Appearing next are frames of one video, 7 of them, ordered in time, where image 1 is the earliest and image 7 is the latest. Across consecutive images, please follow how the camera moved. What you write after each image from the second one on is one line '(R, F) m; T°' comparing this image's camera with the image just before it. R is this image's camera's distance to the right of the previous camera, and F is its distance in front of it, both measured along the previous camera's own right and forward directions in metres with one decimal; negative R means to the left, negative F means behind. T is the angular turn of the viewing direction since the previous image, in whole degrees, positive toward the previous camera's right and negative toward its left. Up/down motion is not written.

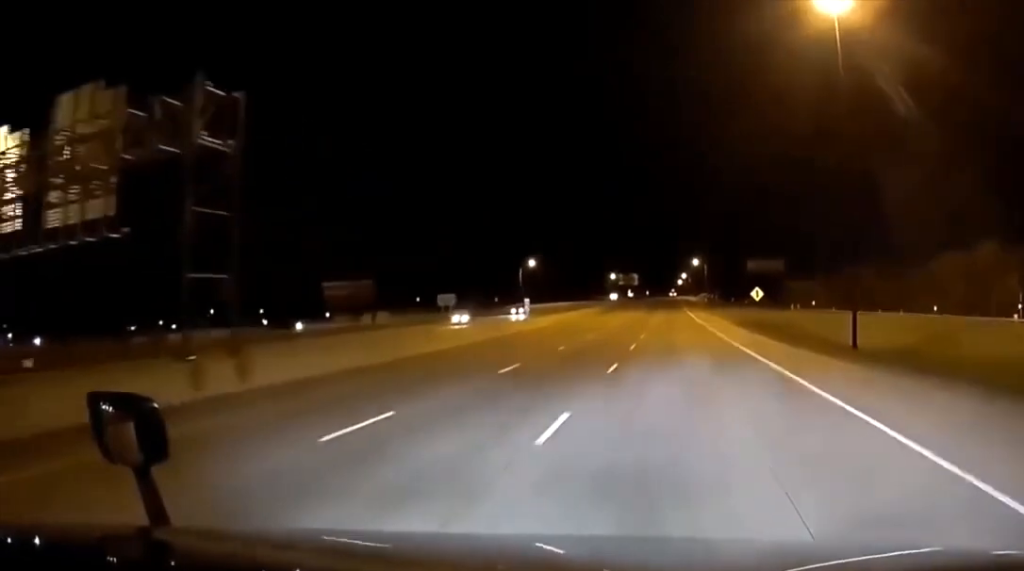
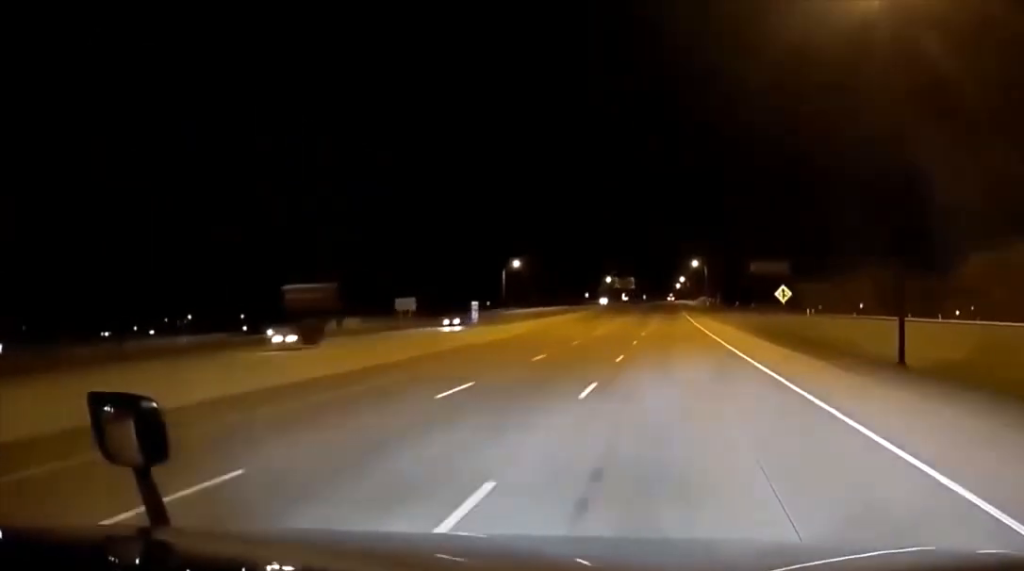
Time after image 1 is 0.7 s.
(+0.2, +17.8) m; 0°
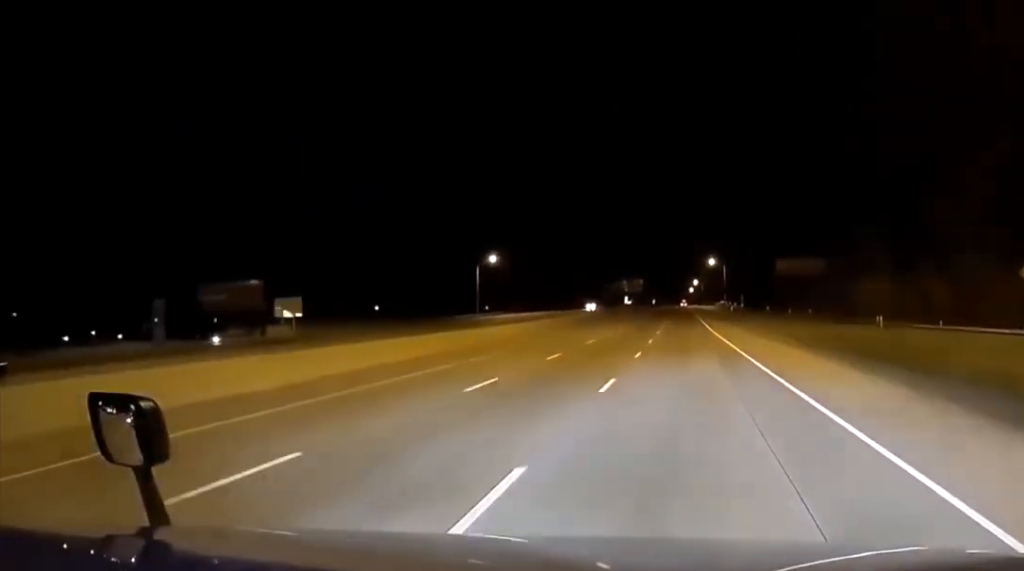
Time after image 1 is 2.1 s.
(0.0, +35.5) m; -1°
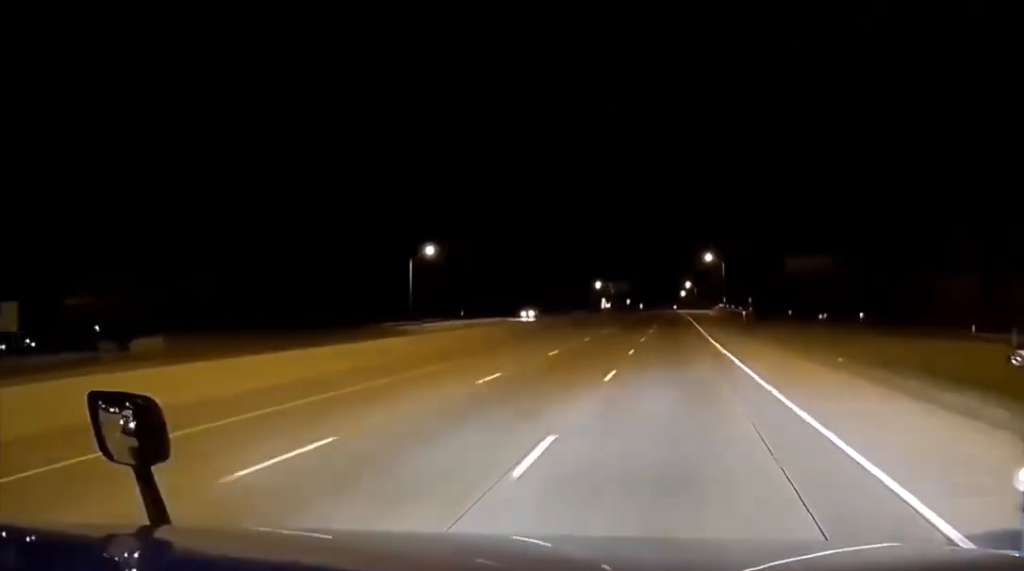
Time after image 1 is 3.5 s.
(-0.7, +34.6) m; 0°
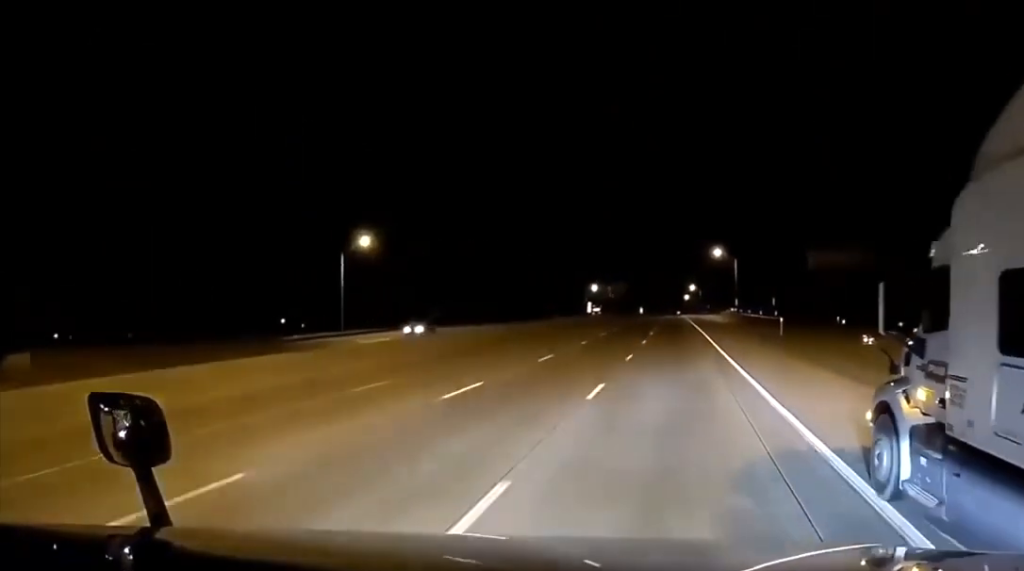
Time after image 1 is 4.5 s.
(+0.6, +26.8) m; +1°
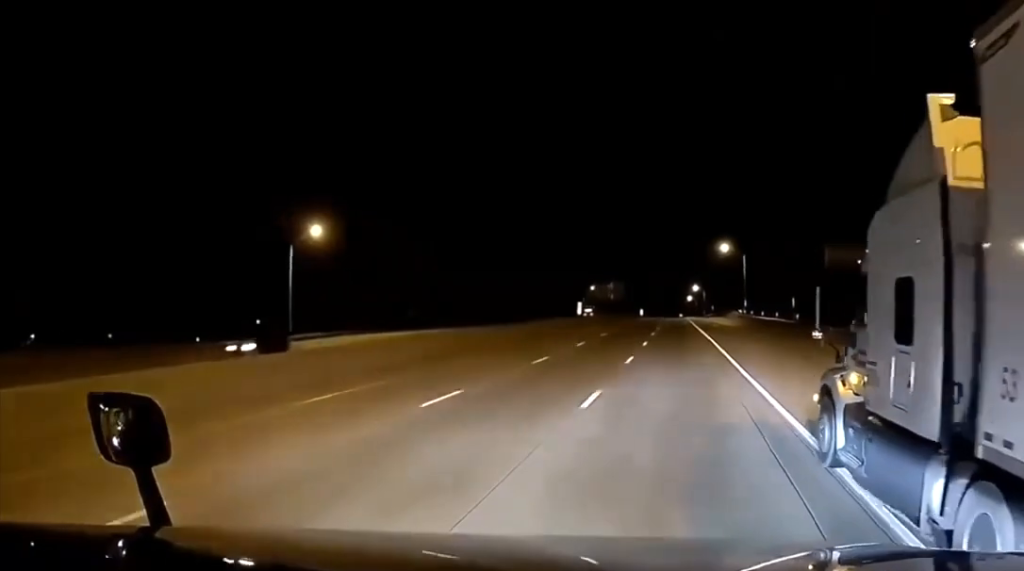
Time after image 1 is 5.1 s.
(+0.1, +14.1) m; -1°
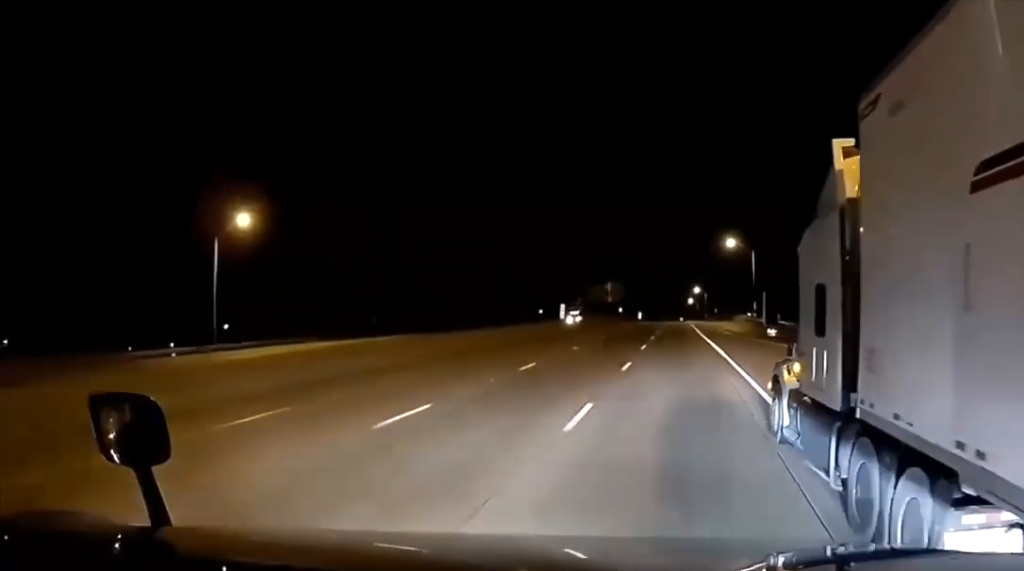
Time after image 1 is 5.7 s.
(-0.2, +14.8) m; -1°
